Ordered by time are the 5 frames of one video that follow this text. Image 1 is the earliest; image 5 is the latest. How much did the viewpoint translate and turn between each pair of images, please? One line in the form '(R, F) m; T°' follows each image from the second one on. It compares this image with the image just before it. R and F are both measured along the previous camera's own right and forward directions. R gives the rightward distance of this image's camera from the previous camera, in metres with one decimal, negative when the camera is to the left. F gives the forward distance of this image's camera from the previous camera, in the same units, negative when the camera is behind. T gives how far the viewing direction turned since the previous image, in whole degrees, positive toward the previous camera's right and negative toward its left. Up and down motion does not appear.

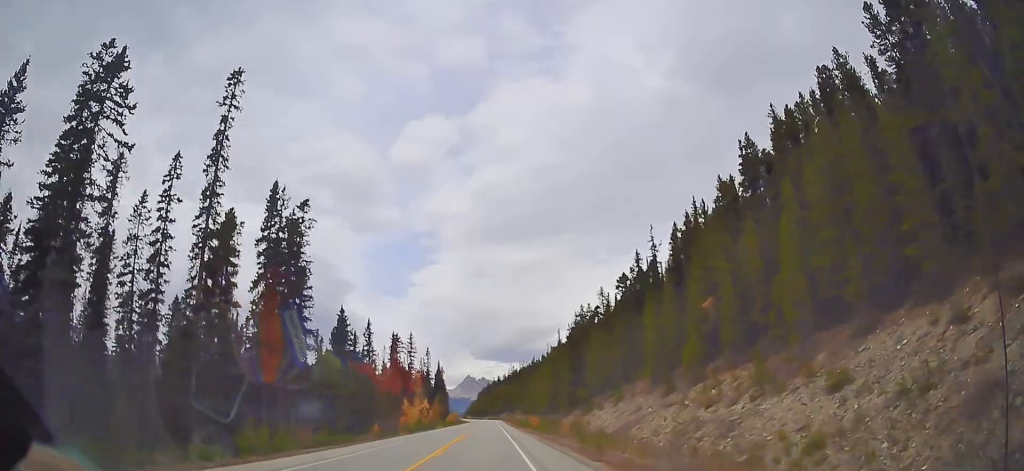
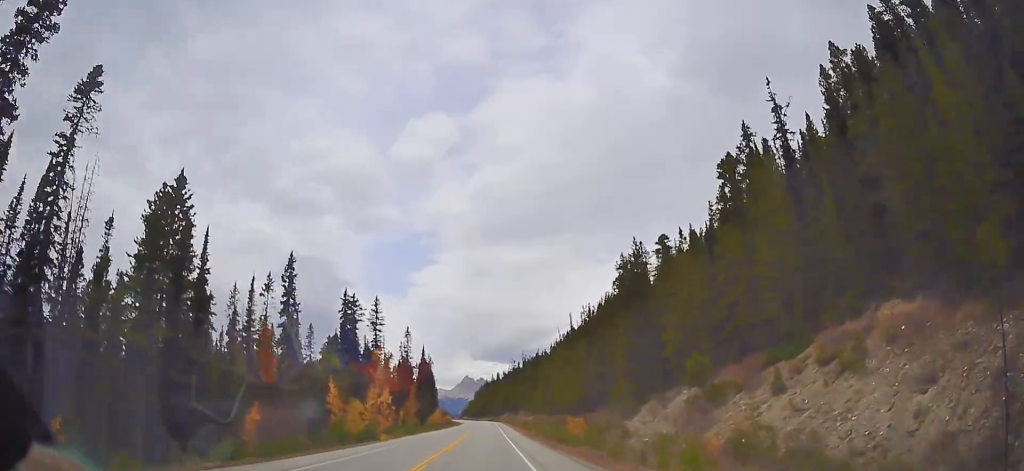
(+0.2, +46.5) m; 0°
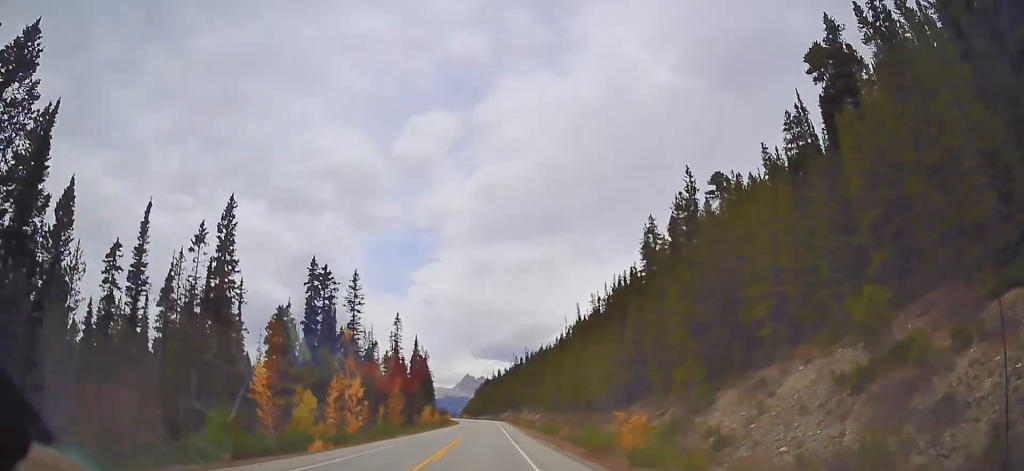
(0.0, +19.8) m; 0°
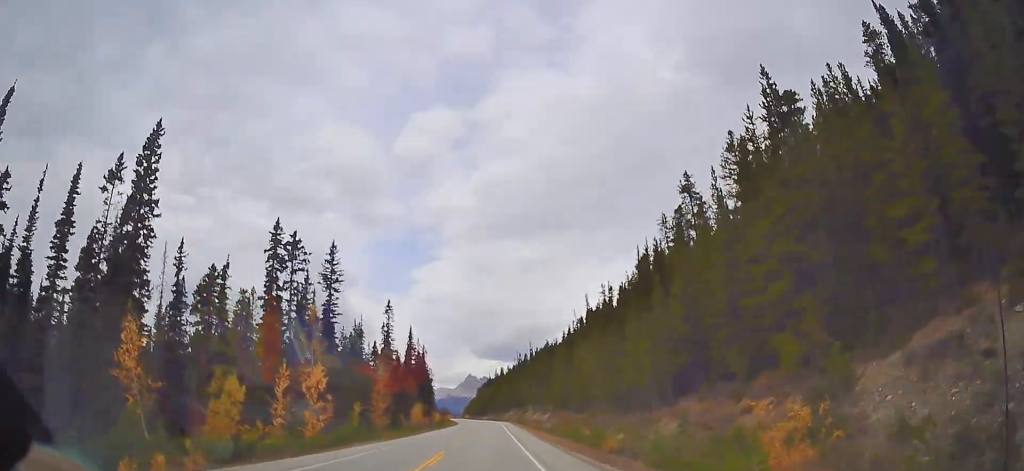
(0.0, +15.1) m; -1°
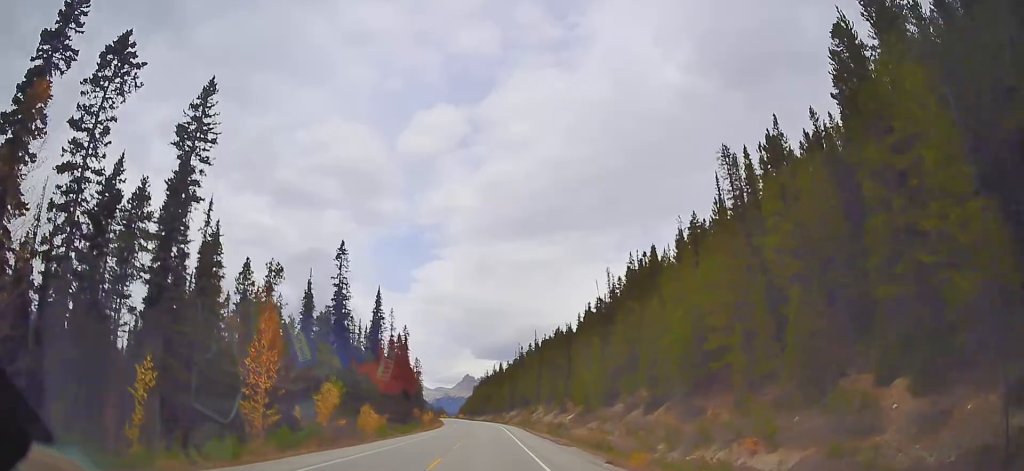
(+0.2, +41.0) m; +1°
